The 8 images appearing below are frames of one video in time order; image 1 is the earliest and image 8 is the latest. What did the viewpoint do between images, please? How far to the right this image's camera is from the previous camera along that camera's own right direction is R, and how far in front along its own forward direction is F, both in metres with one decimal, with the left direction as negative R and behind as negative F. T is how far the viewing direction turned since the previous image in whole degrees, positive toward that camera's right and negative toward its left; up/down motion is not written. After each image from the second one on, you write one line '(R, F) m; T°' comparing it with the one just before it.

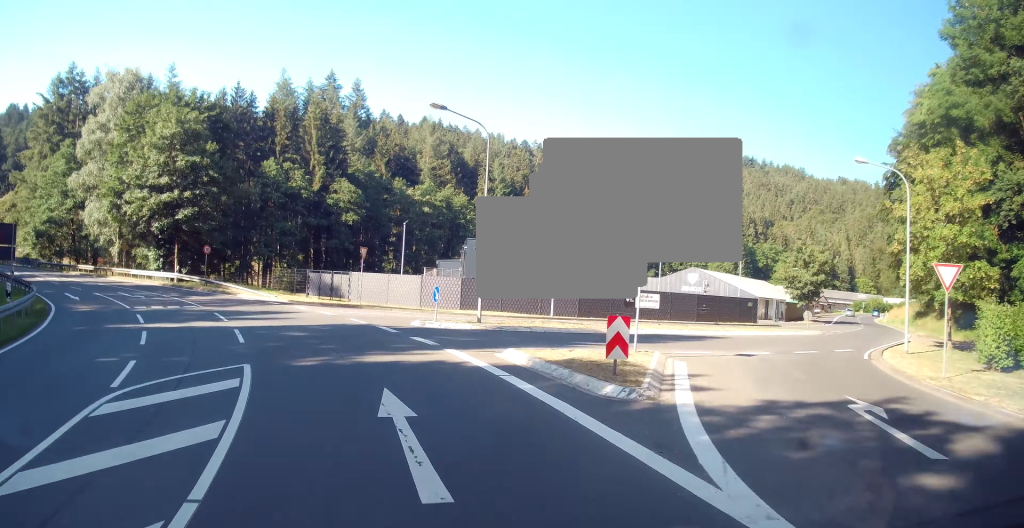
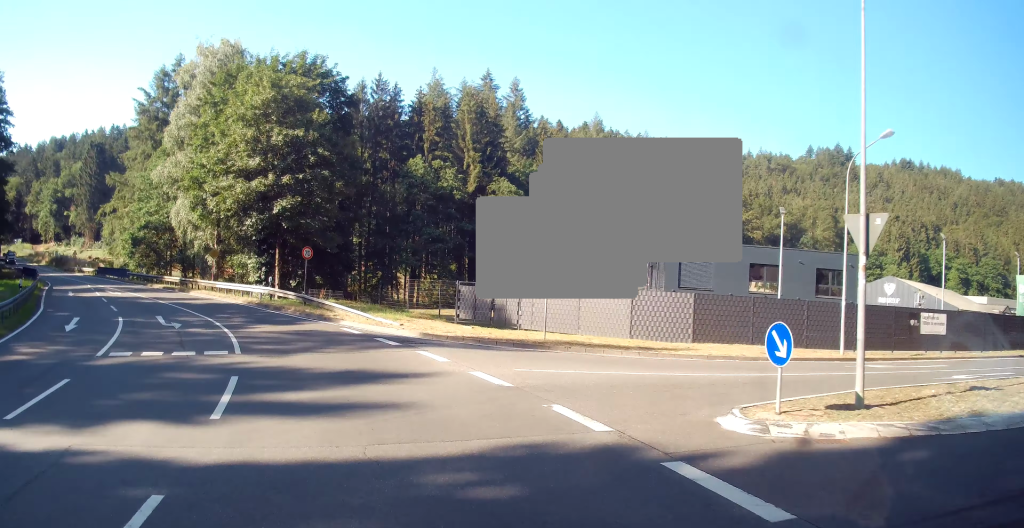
(-1.8, +13.9) m; -14°
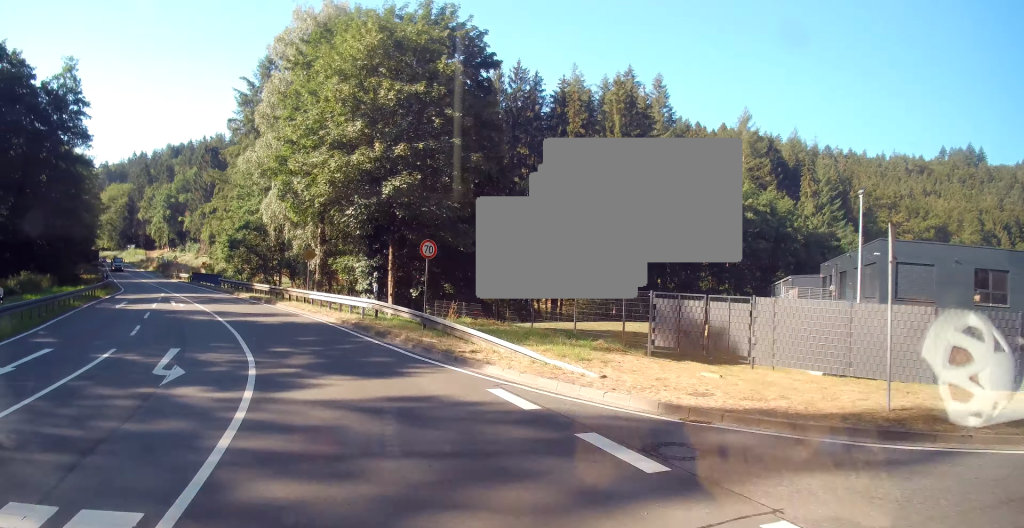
(-0.8, +10.9) m; -11°
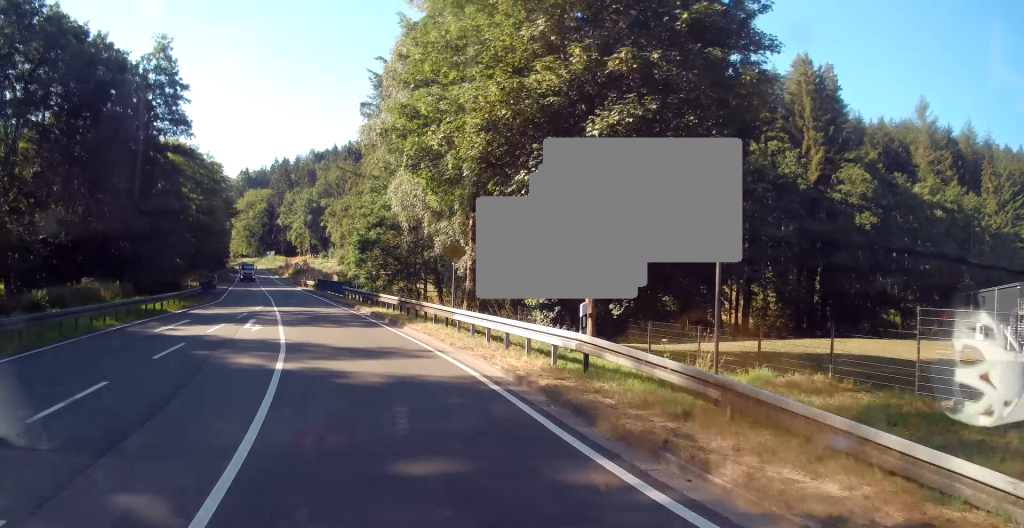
(-1.3, +11.2) m; -11°
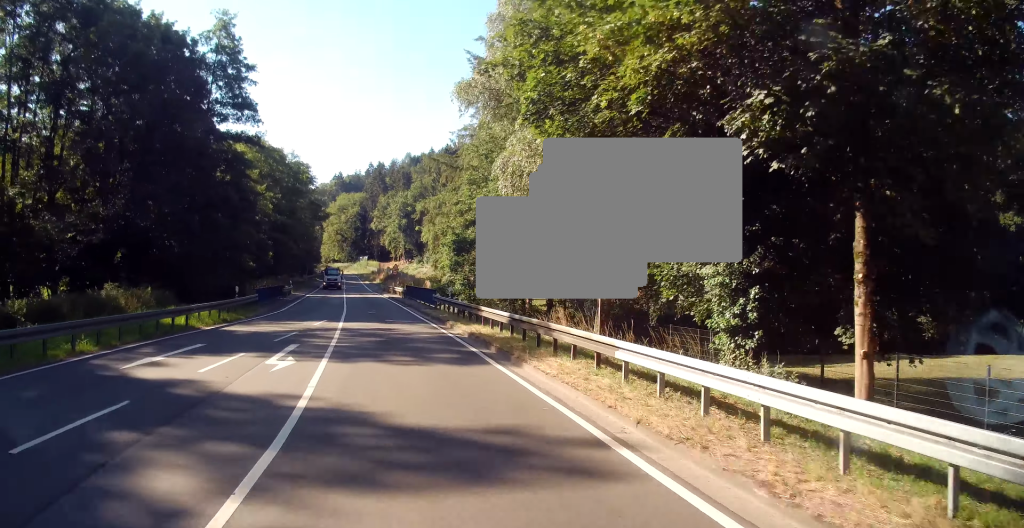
(-0.7, +8.2) m; -5°
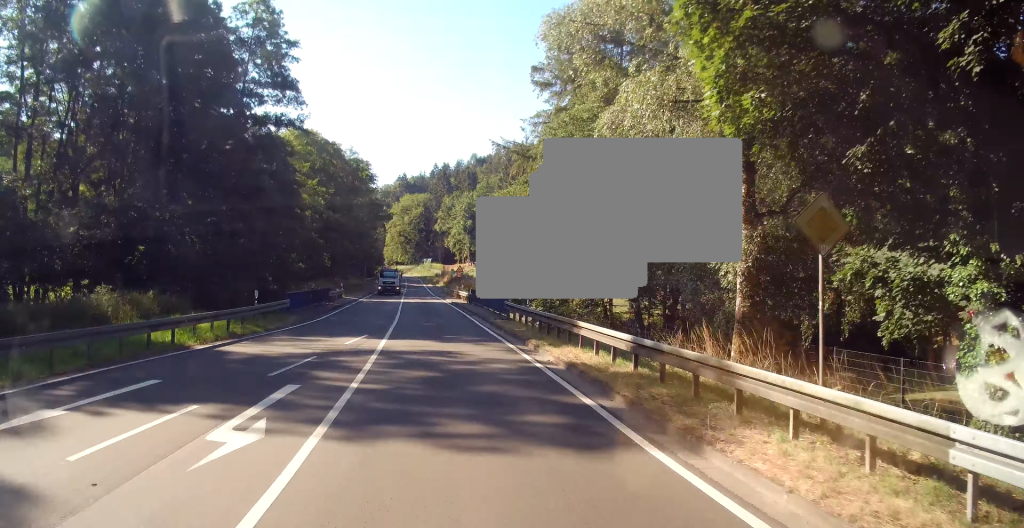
(-0.1, +6.9) m; -4°
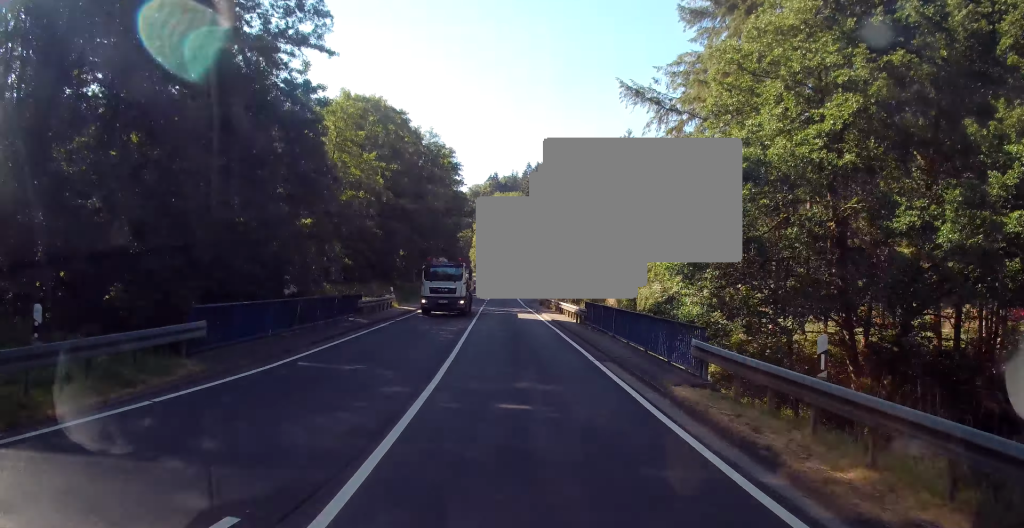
(-0.8, +15.9) m; -3°
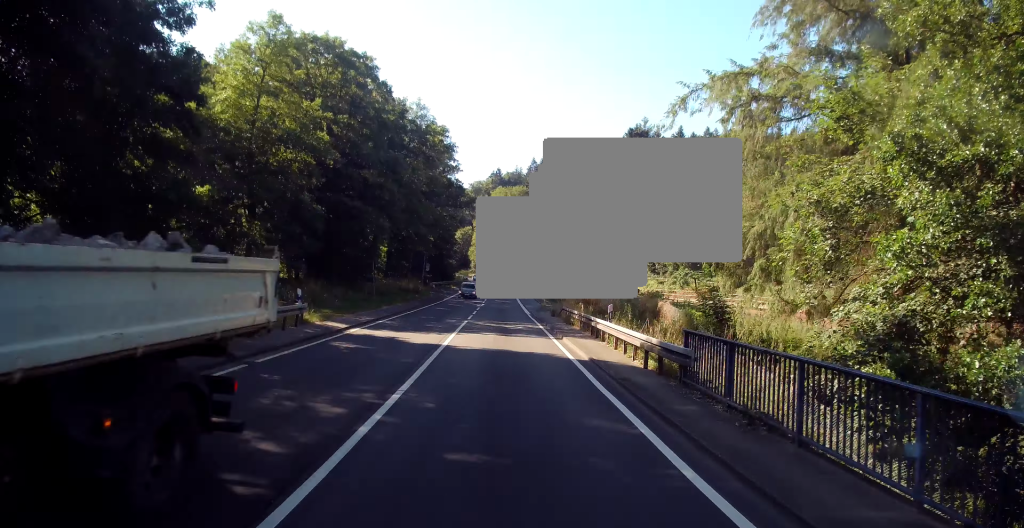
(0.0, +15.6) m; -3°
